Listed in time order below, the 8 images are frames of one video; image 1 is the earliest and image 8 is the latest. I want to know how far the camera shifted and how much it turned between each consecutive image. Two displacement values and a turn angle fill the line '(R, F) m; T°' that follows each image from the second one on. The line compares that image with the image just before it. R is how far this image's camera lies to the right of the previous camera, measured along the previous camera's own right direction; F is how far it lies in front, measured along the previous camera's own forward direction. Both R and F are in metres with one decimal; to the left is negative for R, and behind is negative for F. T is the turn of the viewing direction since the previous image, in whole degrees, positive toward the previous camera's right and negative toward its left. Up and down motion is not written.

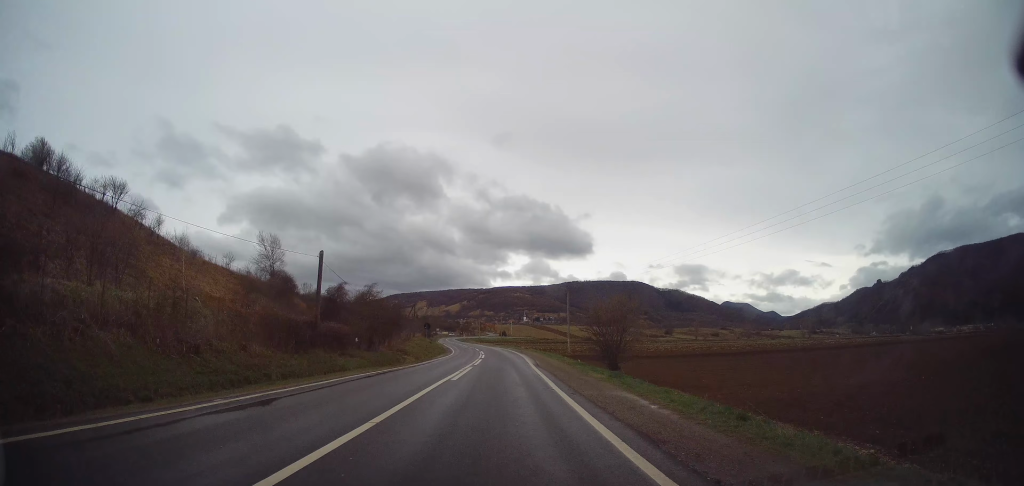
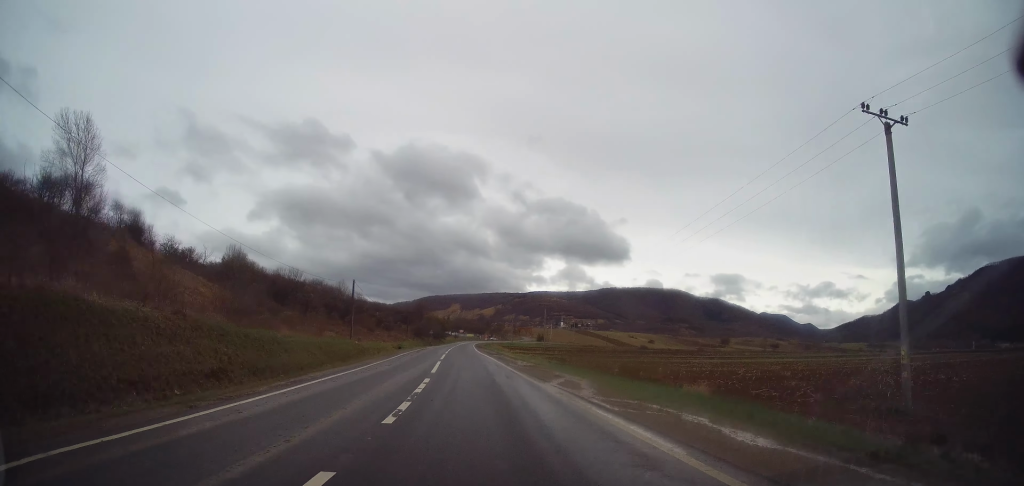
(+0.7, +69.9) m; -2°
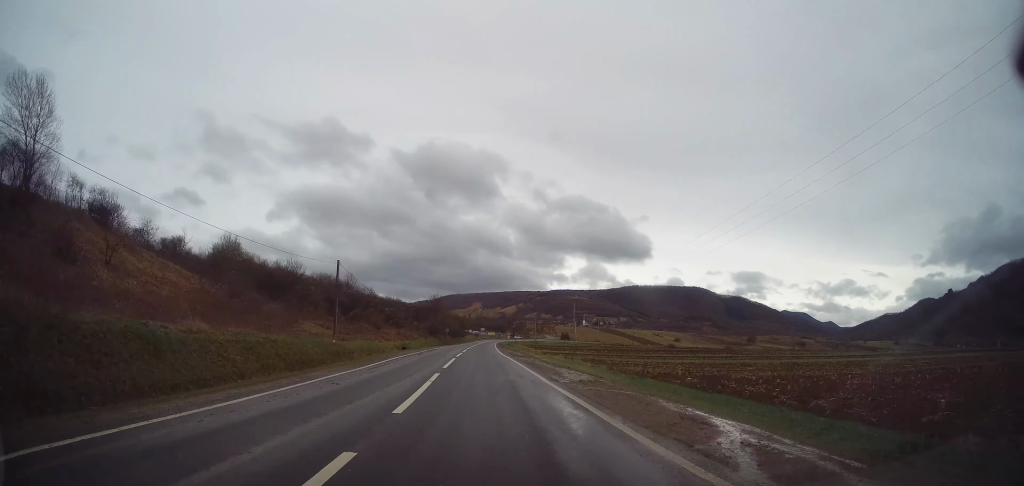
(-0.2, +11.6) m; -2°
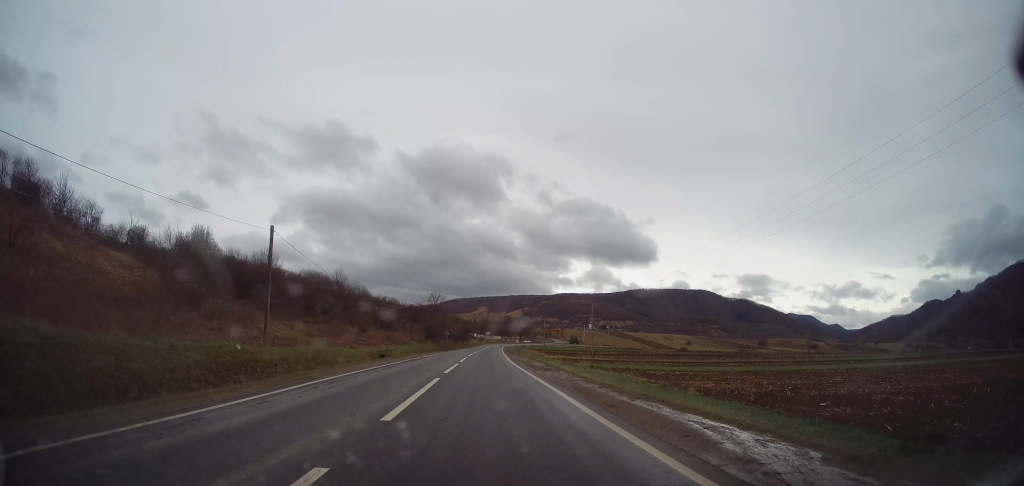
(-0.3, +12.8) m; -1°
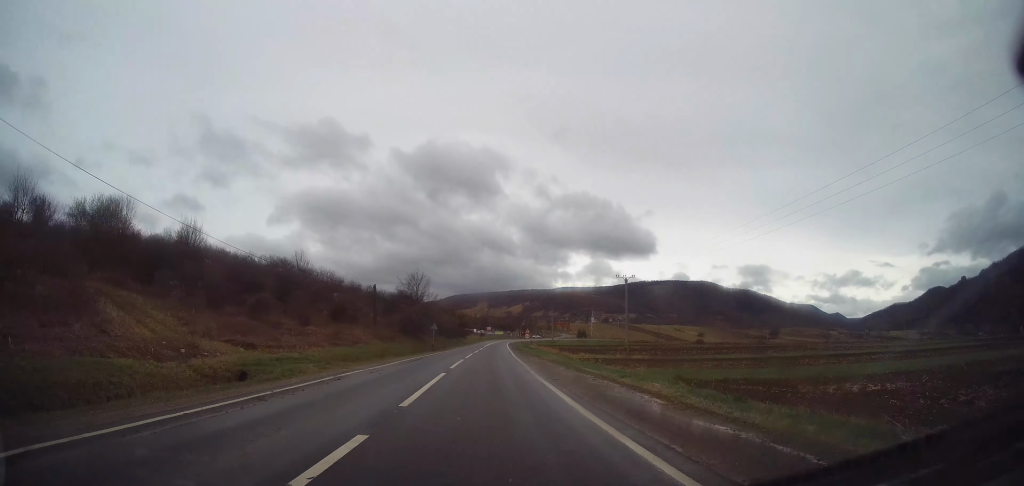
(-0.2, +22.4) m; 0°
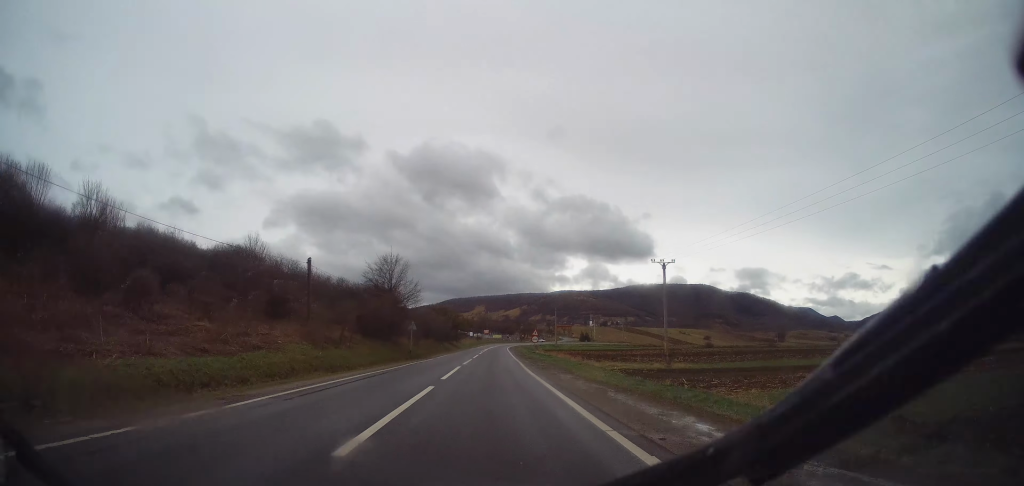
(0.0, +16.3) m; 0°
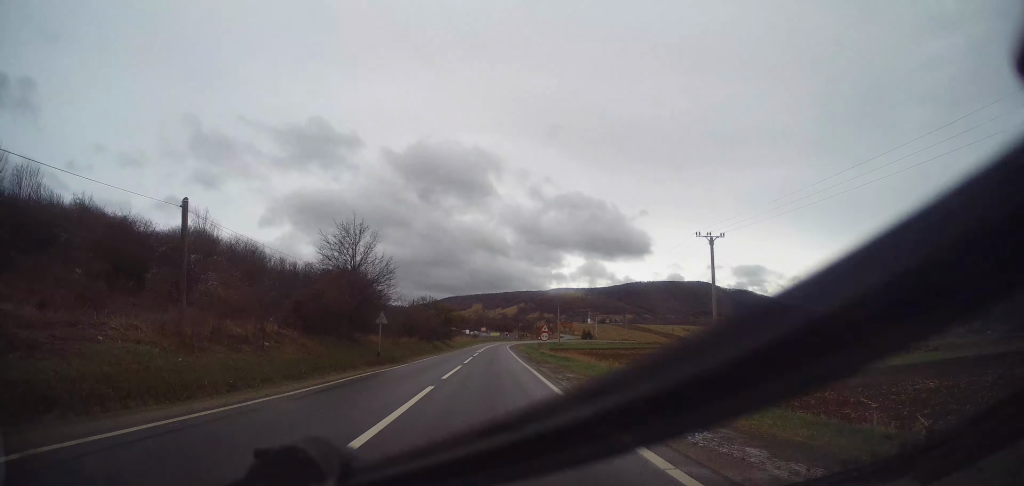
(-0.1, +12.5) m; 0°
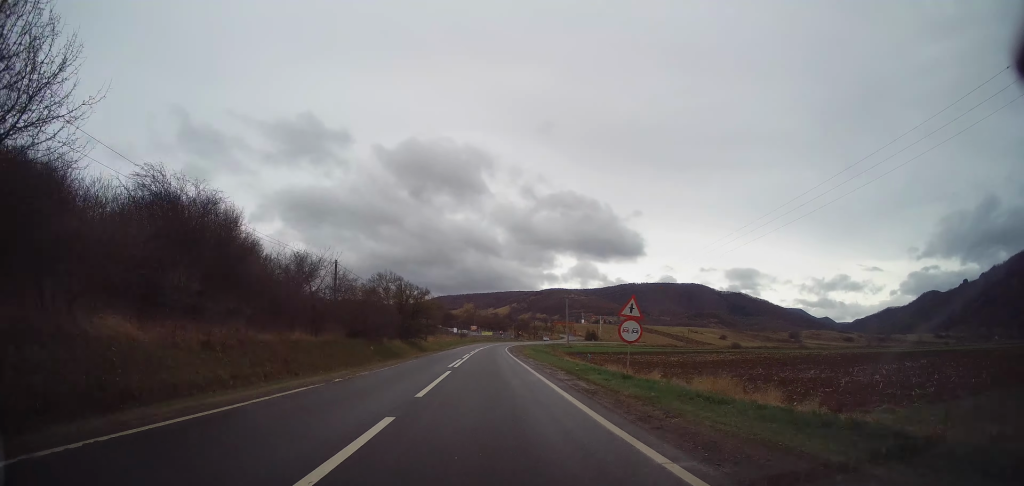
(+0.2, +29.8) m; +1°
